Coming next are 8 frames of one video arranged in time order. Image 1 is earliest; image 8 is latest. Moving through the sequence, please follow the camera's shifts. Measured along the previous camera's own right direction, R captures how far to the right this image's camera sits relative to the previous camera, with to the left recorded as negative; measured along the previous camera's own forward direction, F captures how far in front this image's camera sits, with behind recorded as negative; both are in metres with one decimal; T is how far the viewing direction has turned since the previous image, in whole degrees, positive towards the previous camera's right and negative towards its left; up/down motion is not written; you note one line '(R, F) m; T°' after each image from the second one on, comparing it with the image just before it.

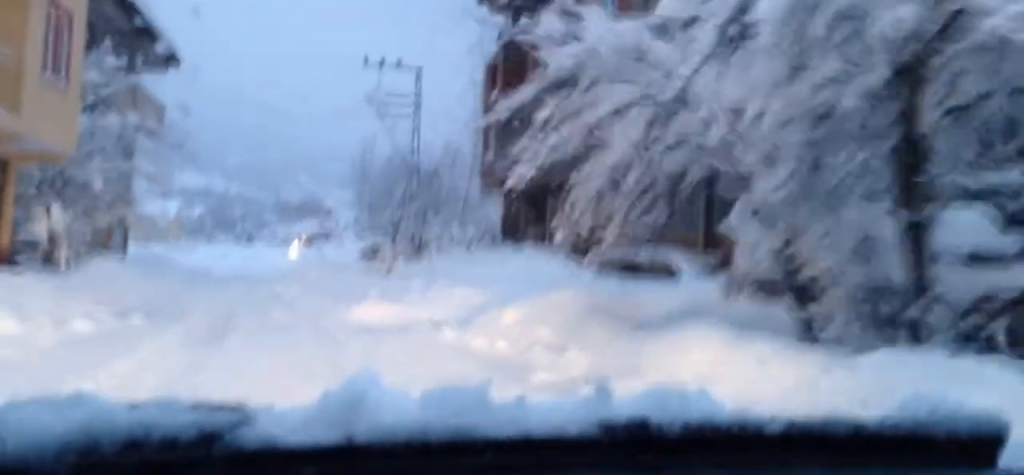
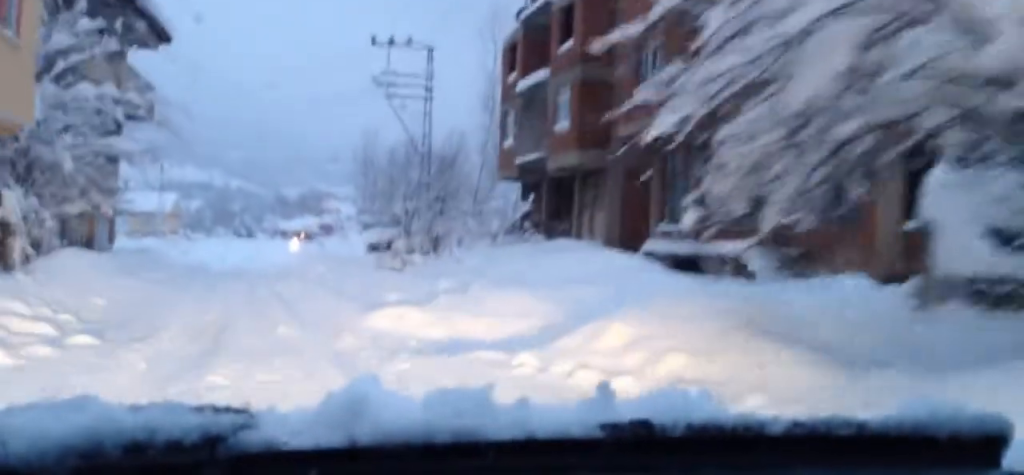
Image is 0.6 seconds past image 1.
(0.0, +3.3) m; -1°
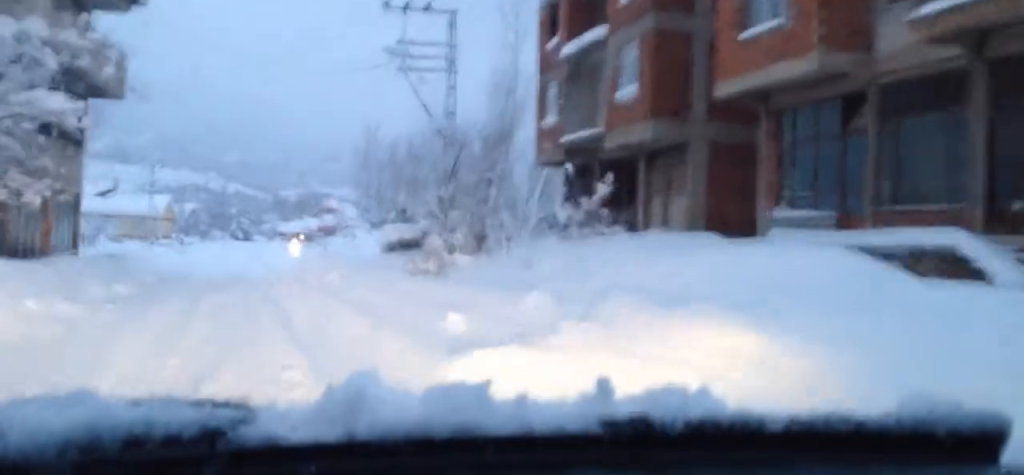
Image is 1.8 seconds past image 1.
(-0.1, +7.5) m; -1°
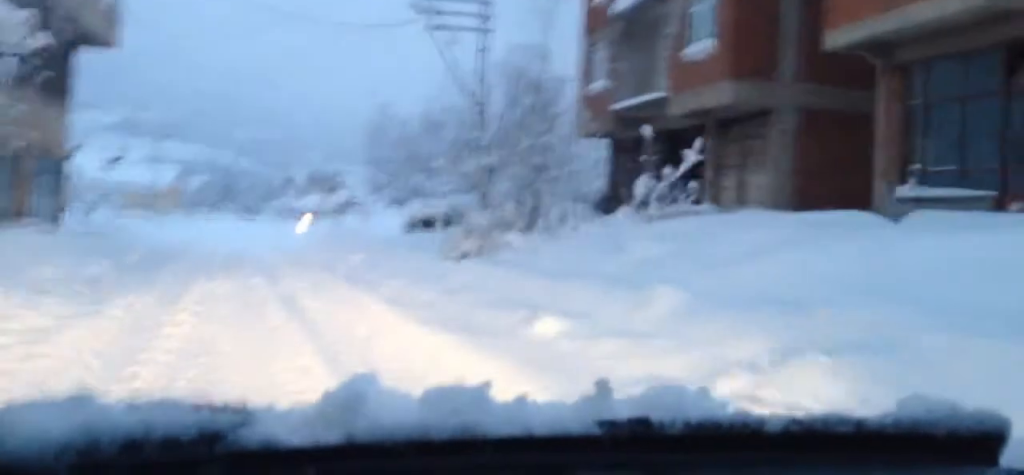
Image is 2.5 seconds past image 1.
(0.0, +5.1) m; 0°
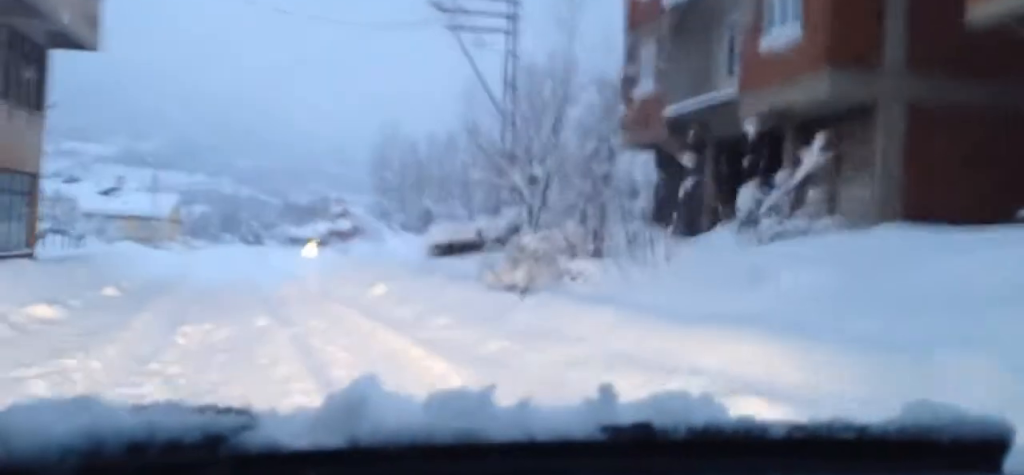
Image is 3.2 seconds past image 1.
(0.0, +4.8) m; 0°
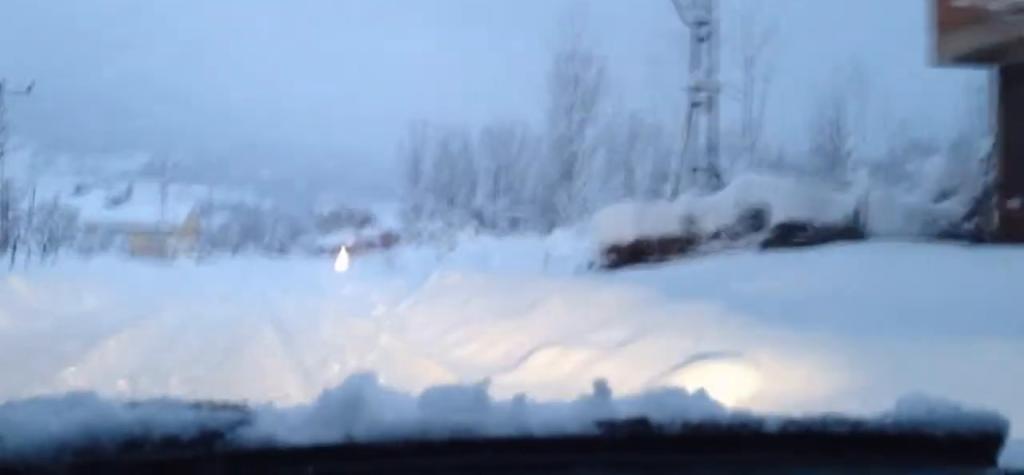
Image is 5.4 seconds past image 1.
(-0.2, +15.2) m; -3°
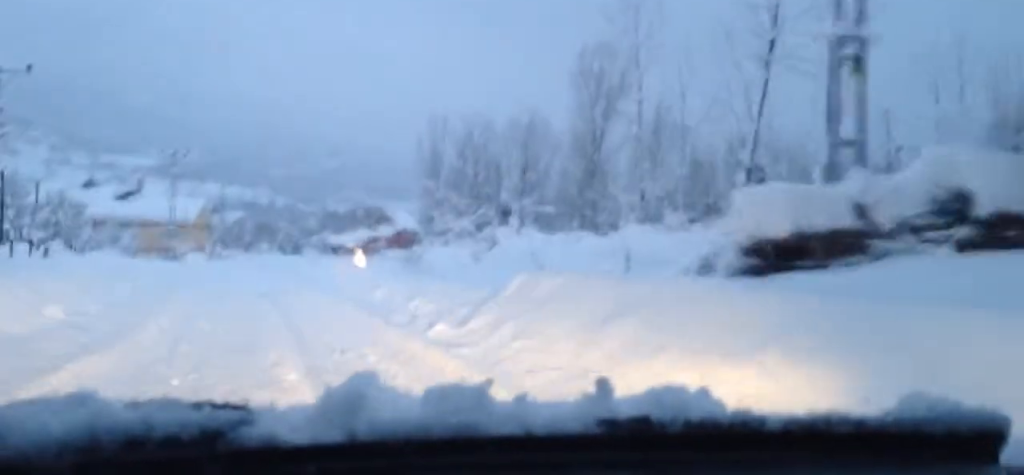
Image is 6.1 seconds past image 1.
(-0.2, +4.7) m; 0°
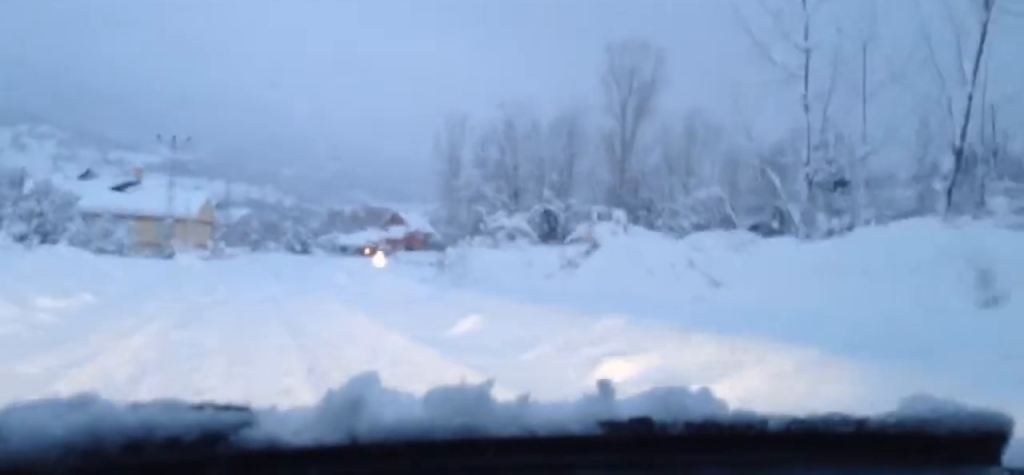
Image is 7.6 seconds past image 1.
(+0.4, +9.4) m; +3°
